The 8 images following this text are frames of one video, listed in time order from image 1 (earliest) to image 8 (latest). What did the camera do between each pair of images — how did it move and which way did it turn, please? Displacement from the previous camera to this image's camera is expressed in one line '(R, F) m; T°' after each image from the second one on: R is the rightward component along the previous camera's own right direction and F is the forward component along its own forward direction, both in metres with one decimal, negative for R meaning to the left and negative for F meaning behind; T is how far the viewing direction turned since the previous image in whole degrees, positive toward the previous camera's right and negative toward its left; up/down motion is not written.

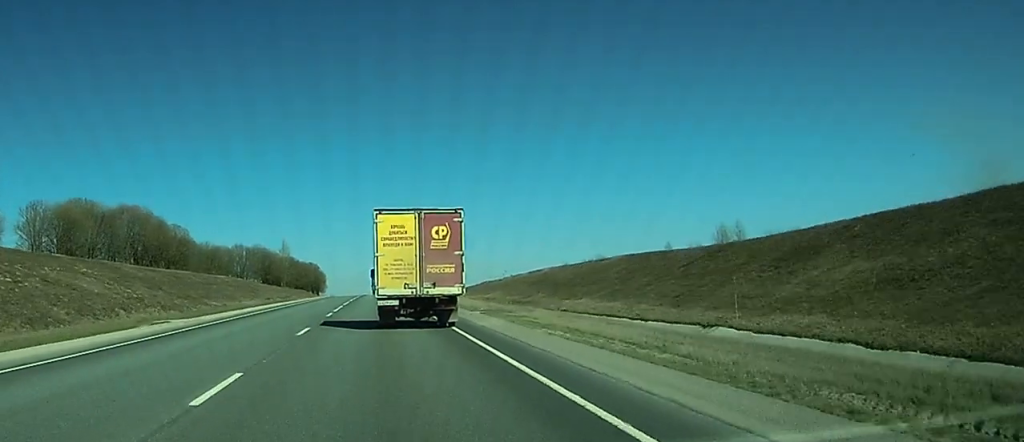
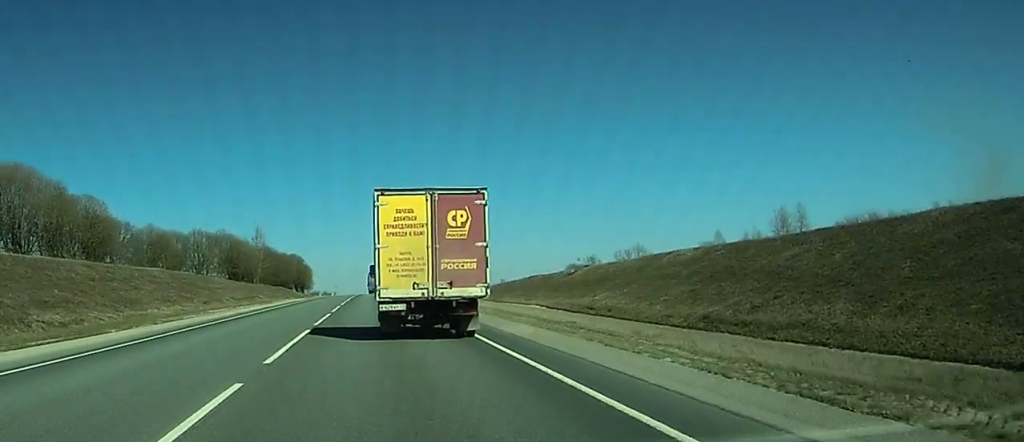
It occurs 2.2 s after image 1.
(+0.1, +49.1) m; 0°
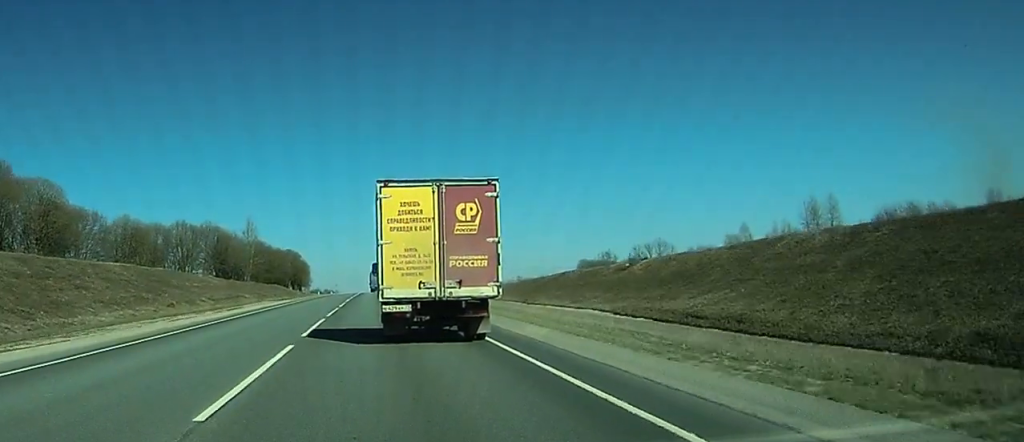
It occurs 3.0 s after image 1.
(0.0, +17.7) m; 0°
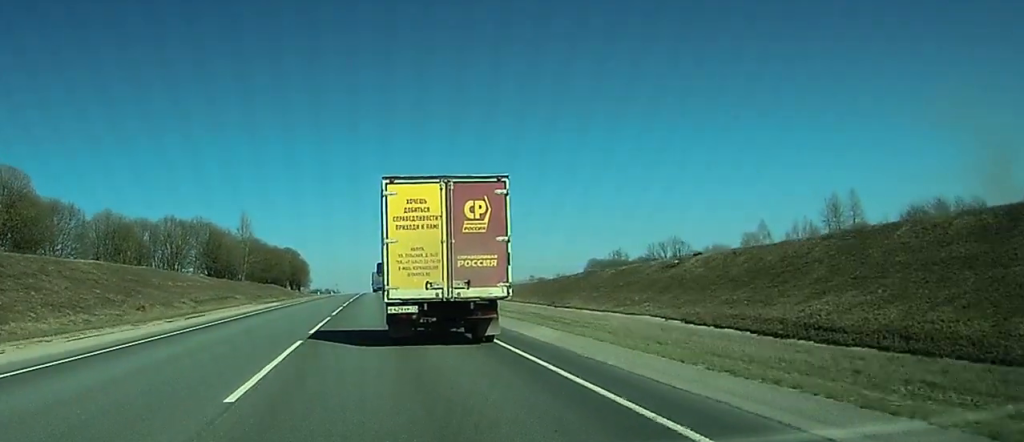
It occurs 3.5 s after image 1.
(0.0, +10.9) m; 0°
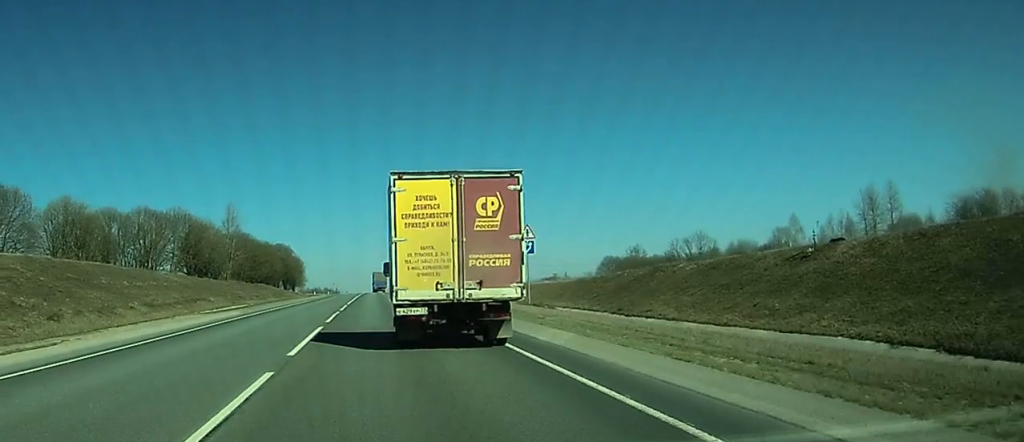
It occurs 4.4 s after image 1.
(-0.1, +18.7) m; 0°
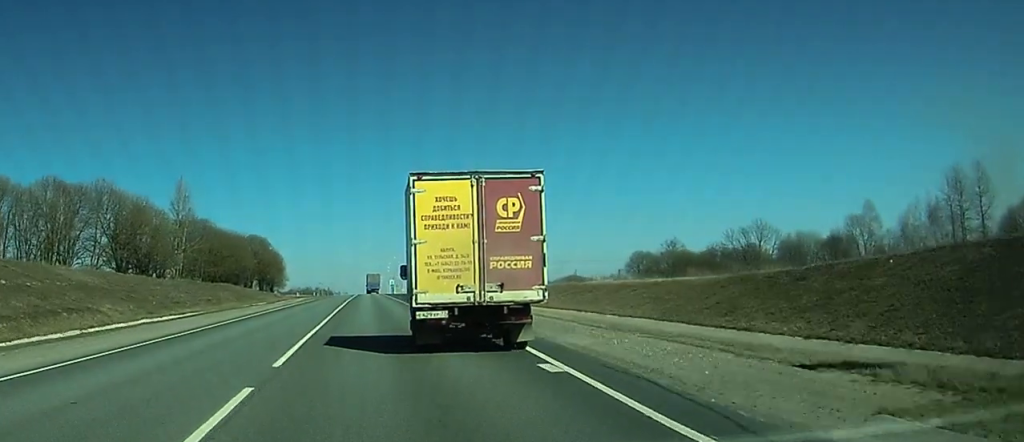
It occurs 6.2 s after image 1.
(+0.2, +38.4) m; +1°
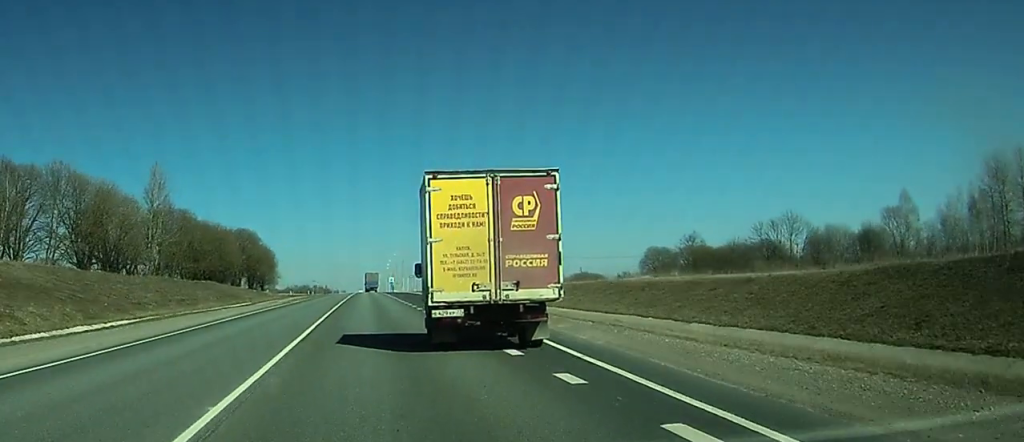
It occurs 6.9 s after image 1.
(+0.1, +14.3) m; 0°
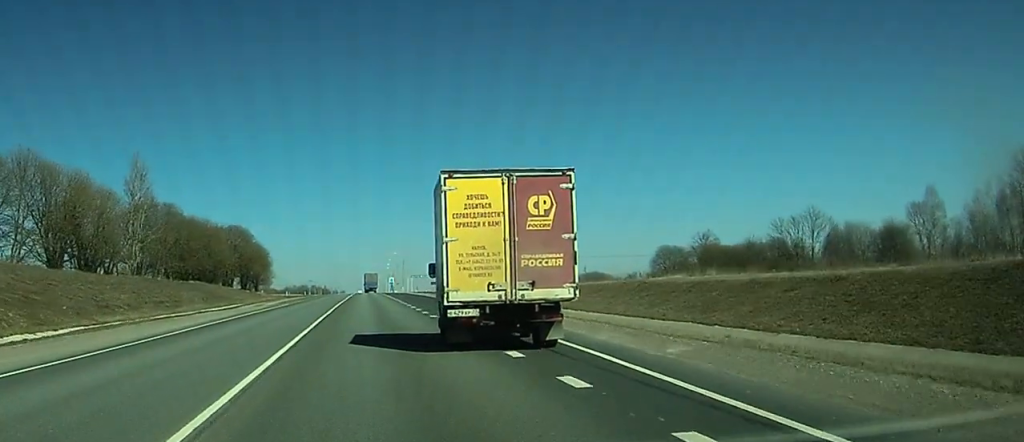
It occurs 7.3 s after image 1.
(0.0, +8.8) m; 0°
